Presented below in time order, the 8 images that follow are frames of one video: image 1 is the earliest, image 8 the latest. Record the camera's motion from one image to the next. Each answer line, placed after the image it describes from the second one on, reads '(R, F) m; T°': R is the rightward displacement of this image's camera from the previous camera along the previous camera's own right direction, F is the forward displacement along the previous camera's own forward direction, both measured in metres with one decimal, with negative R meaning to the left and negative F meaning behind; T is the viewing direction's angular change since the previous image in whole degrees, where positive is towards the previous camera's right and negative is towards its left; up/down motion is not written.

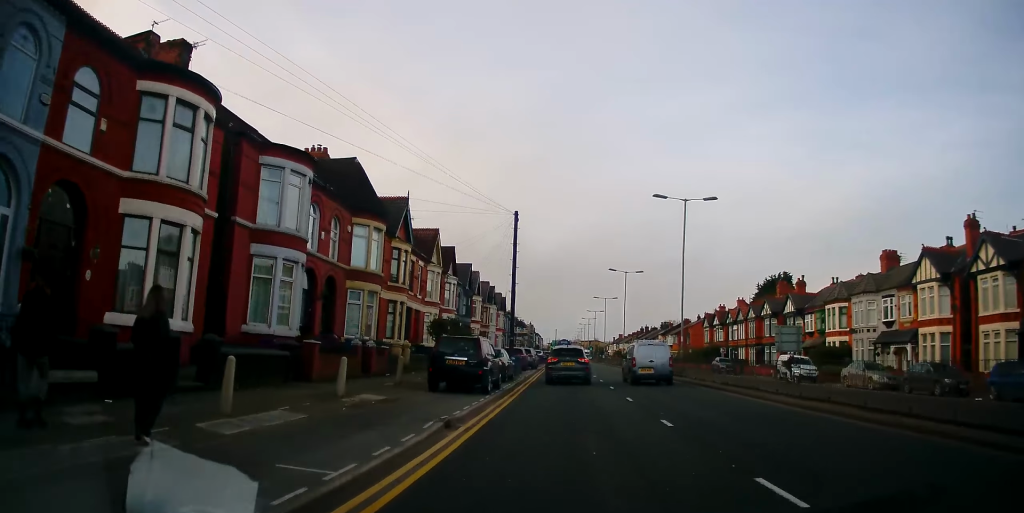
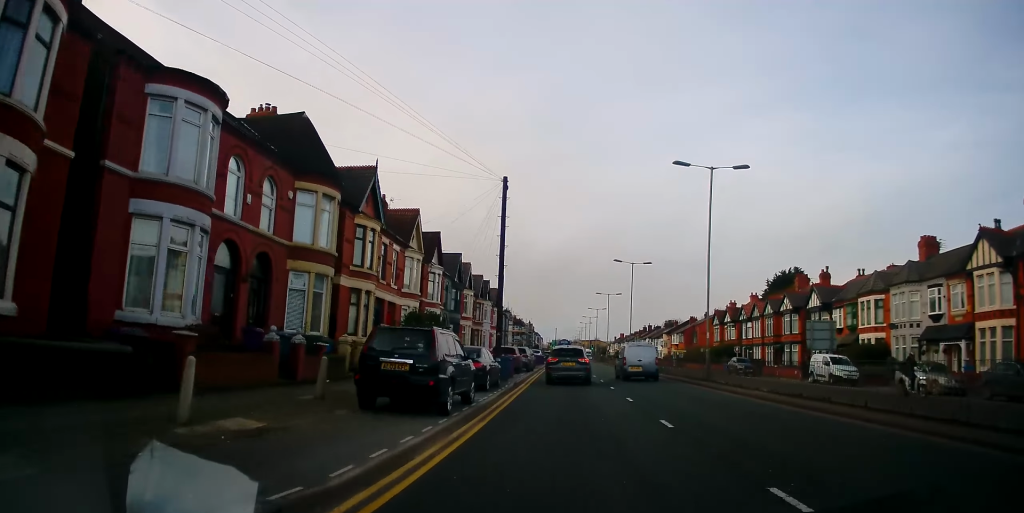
(+0.2, +6.0) m; +1°
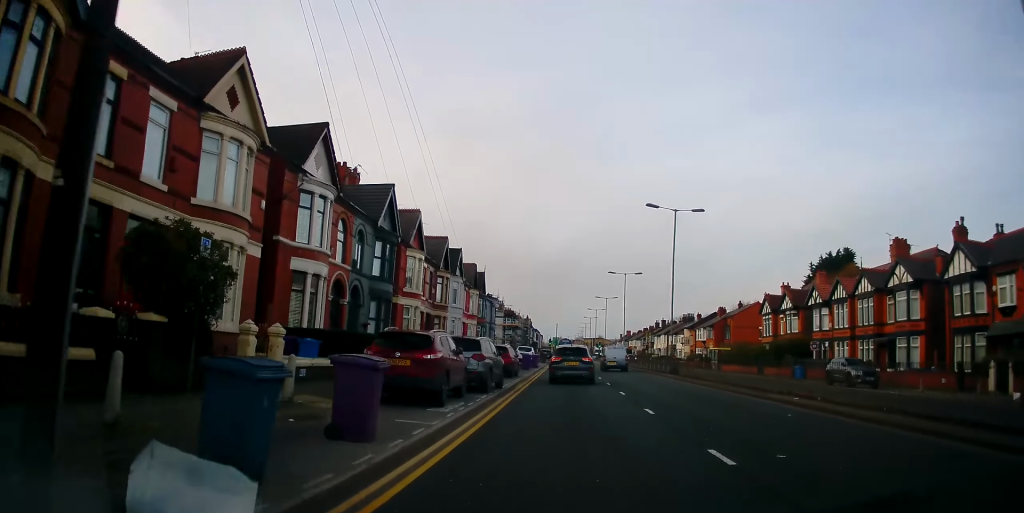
(+0.1, +21.3) m; -1°
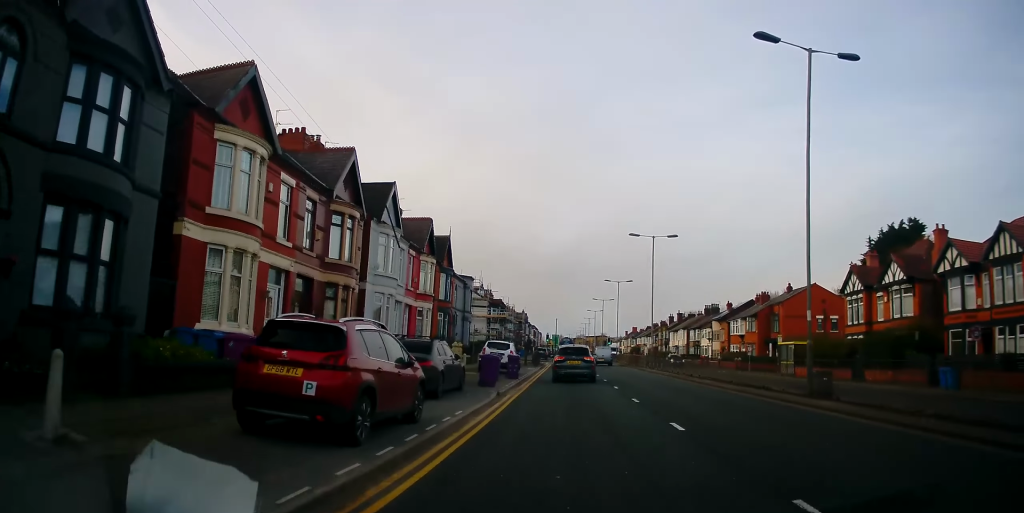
(-0.7, +20.9) m; -1°
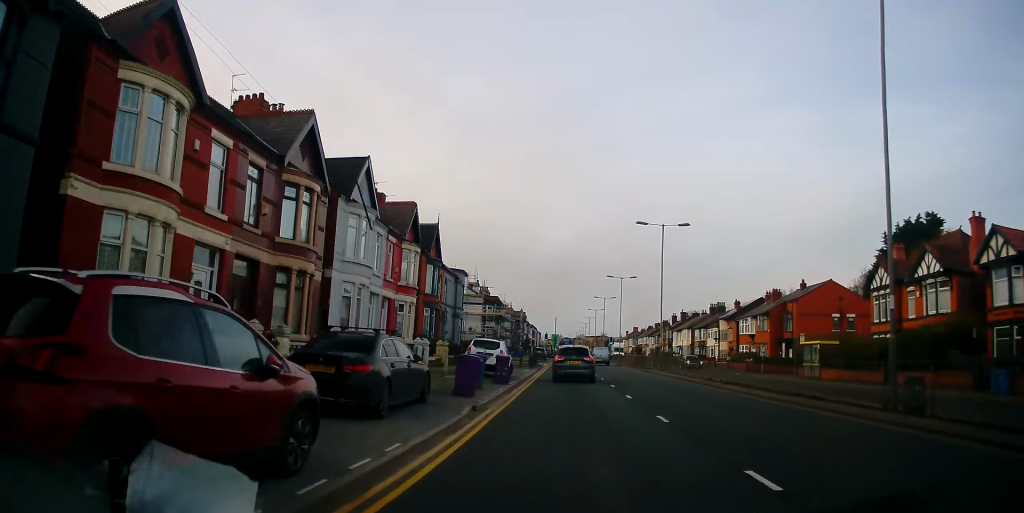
(-0.1, +4.4) m; +1°
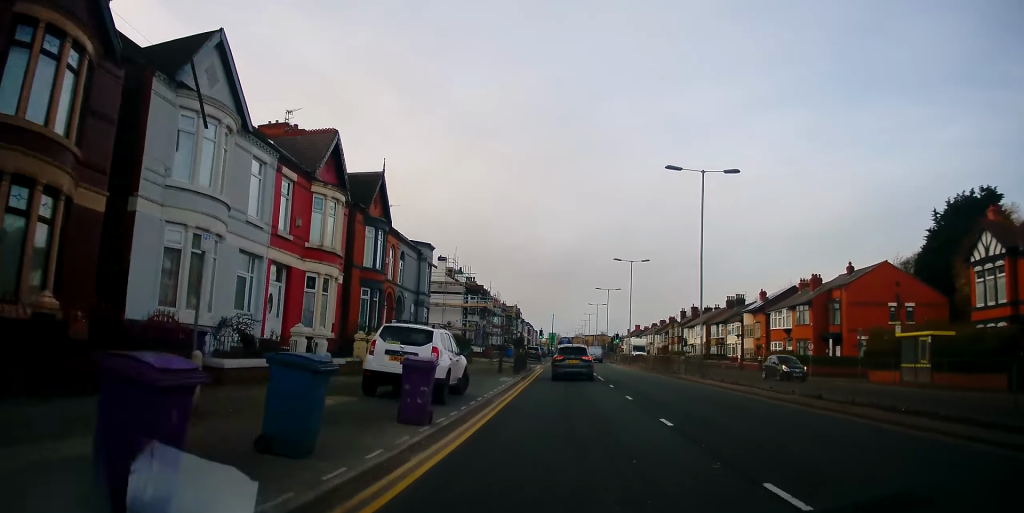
(+0.3, +12.5) m; 0°
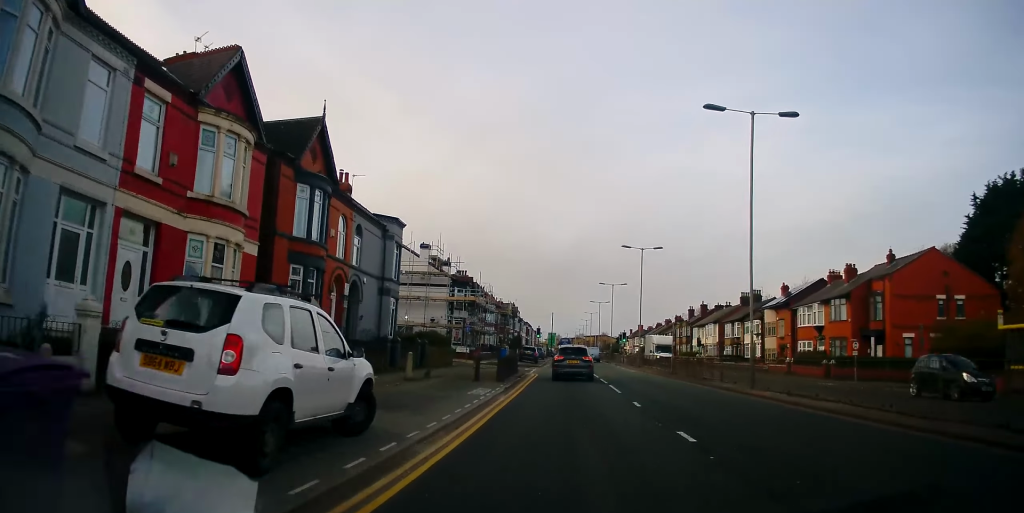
(-0.3, +7.8) m; 0°
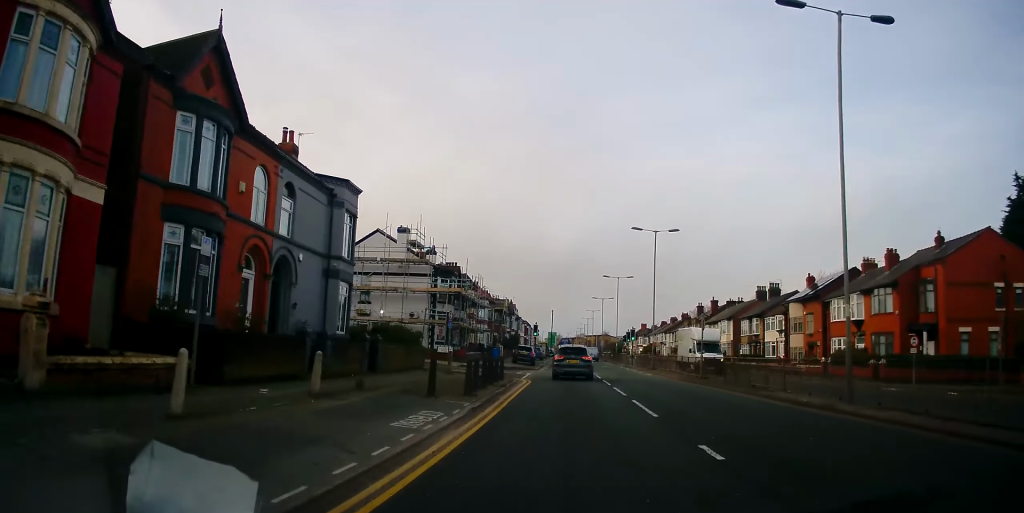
(+0.2, +7.6) m; -1°
